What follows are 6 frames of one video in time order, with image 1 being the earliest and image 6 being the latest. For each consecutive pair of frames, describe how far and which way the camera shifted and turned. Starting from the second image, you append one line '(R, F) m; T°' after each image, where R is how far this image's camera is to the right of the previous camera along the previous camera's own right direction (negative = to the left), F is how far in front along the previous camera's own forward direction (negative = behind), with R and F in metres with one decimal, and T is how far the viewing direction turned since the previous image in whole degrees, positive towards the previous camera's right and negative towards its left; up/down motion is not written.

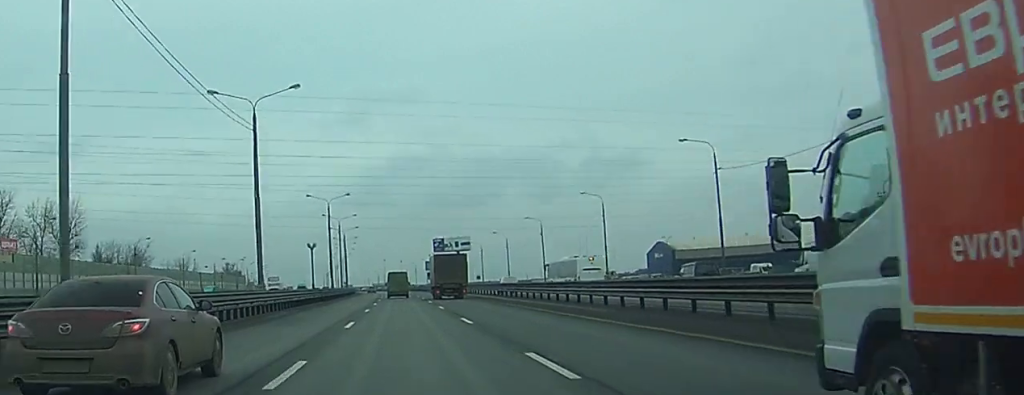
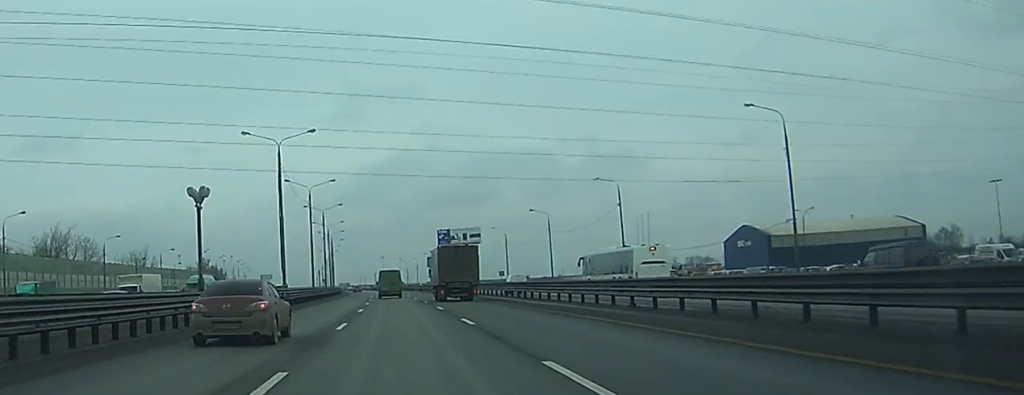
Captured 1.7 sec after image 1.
(+1.7, +49.4) m; 0°
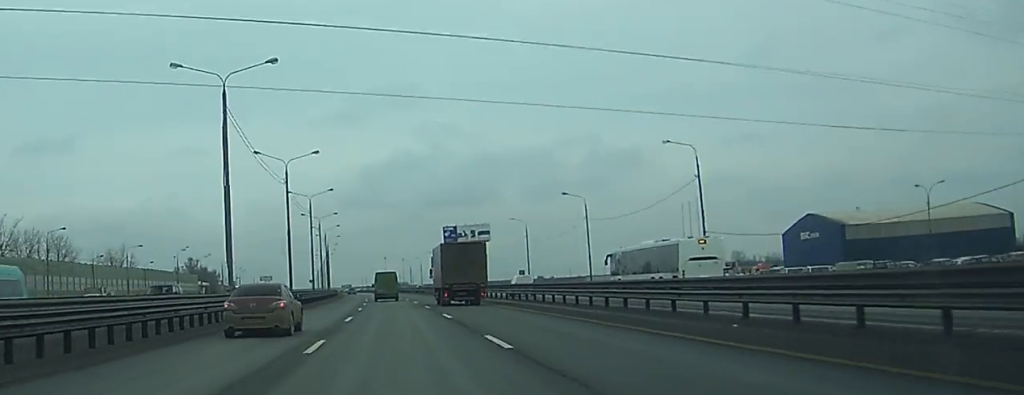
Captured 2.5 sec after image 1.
(-0.4, +24.9) m; -3°
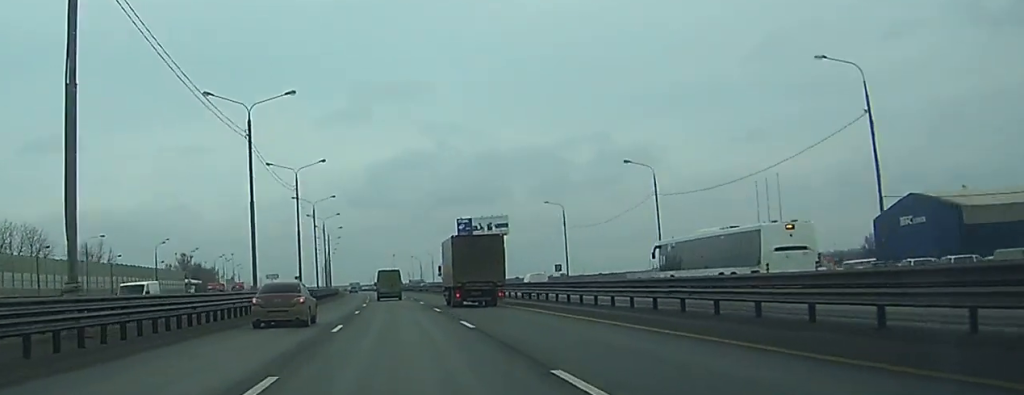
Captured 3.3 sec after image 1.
(-1.3, +28.5) m; -1°
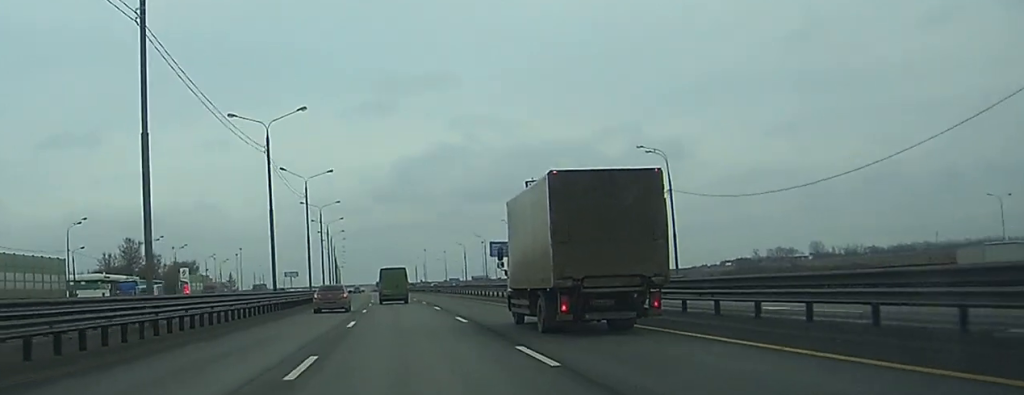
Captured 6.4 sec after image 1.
(+2.7, +99.4) m; +1°
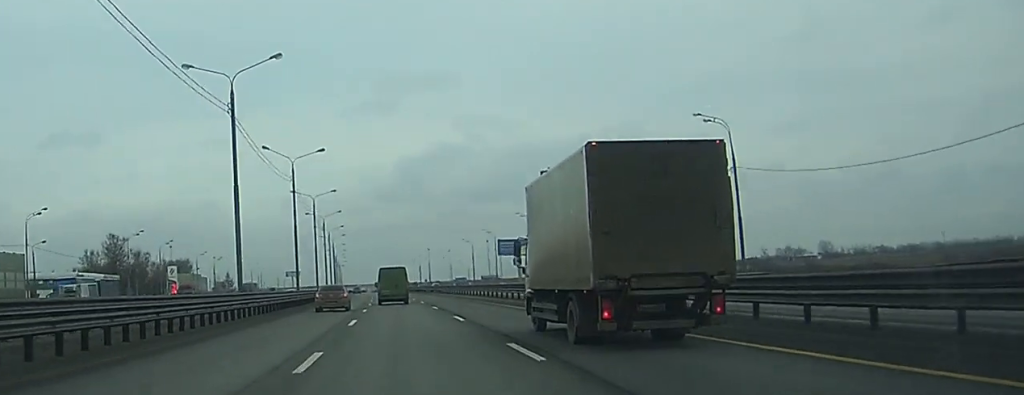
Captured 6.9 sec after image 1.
(-0.1, +15.0) m; 0°
